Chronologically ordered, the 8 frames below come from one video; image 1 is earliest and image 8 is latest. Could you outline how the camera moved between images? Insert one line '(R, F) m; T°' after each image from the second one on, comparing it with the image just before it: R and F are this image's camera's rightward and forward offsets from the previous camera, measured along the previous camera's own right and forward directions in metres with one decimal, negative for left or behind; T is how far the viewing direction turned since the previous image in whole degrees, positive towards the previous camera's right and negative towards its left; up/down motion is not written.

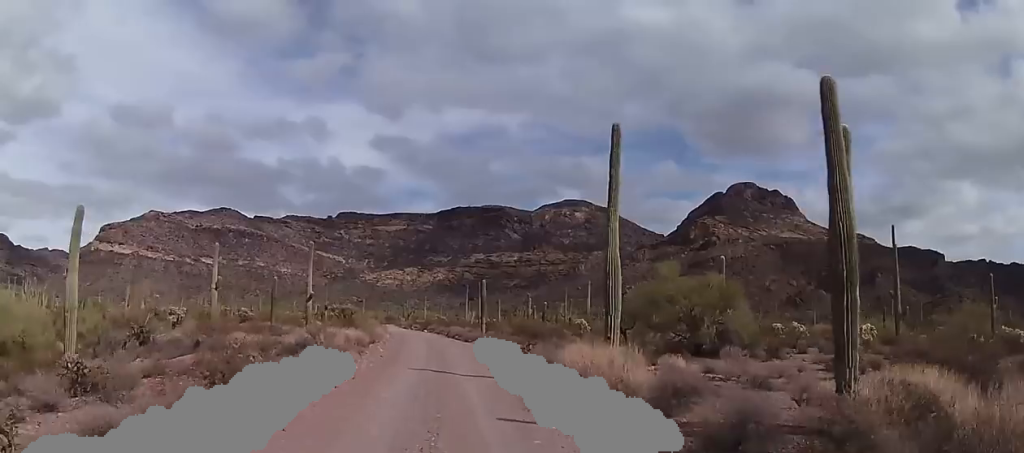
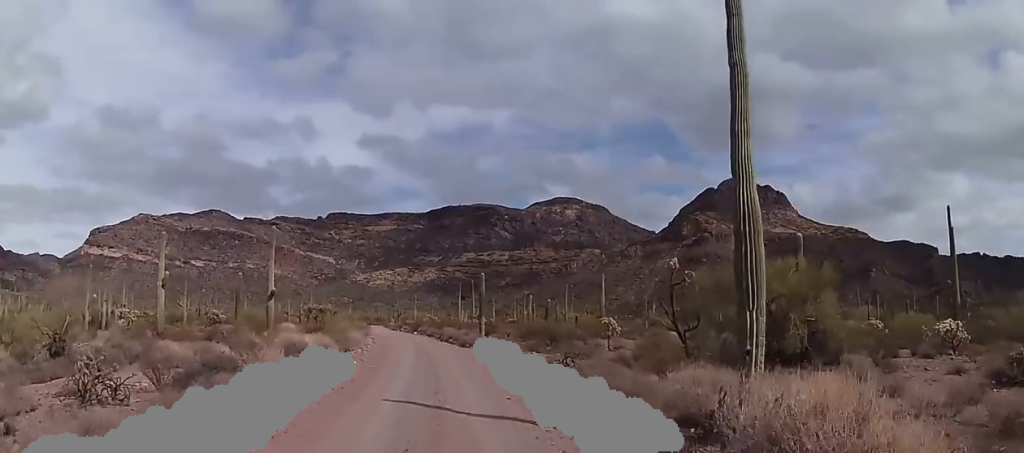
(+0.3, +7.3) m; +1°
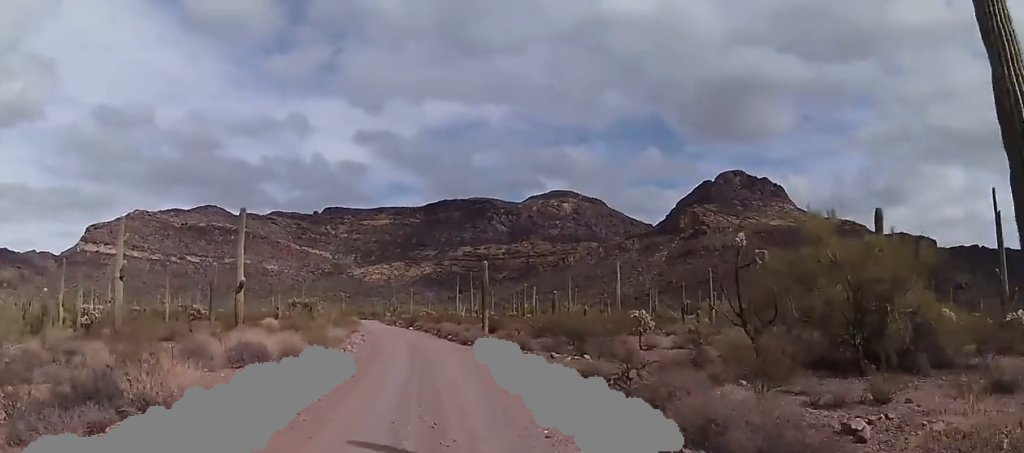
(-0.4, +4.5) m; 0°
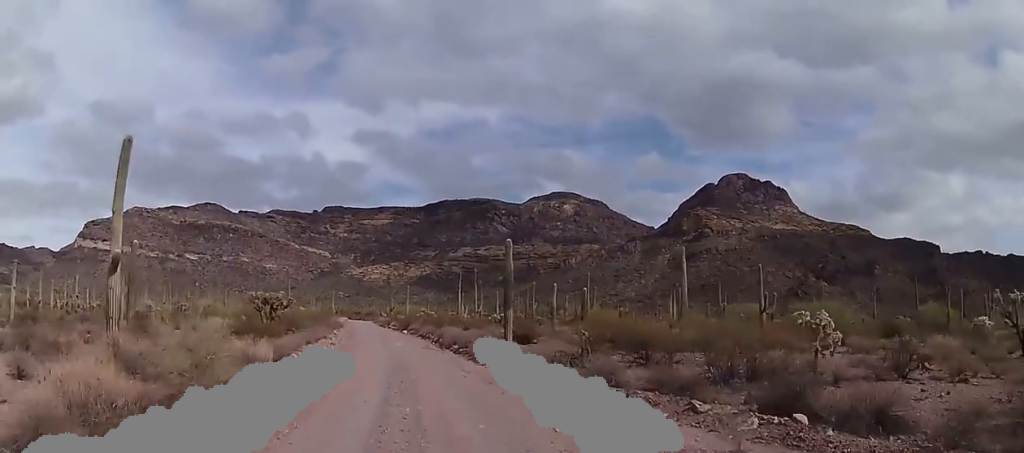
(+0.5, +11.4) m; -2°
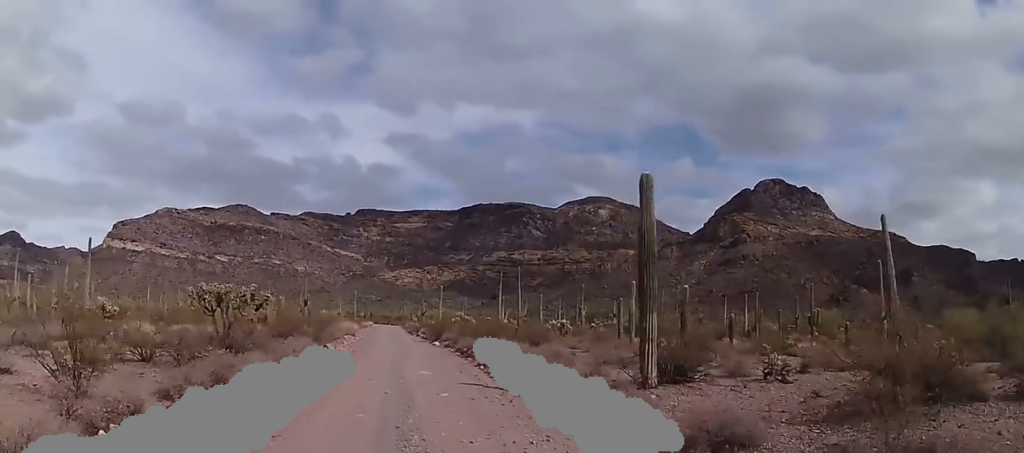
(-1.7, +13.8) m; -8°
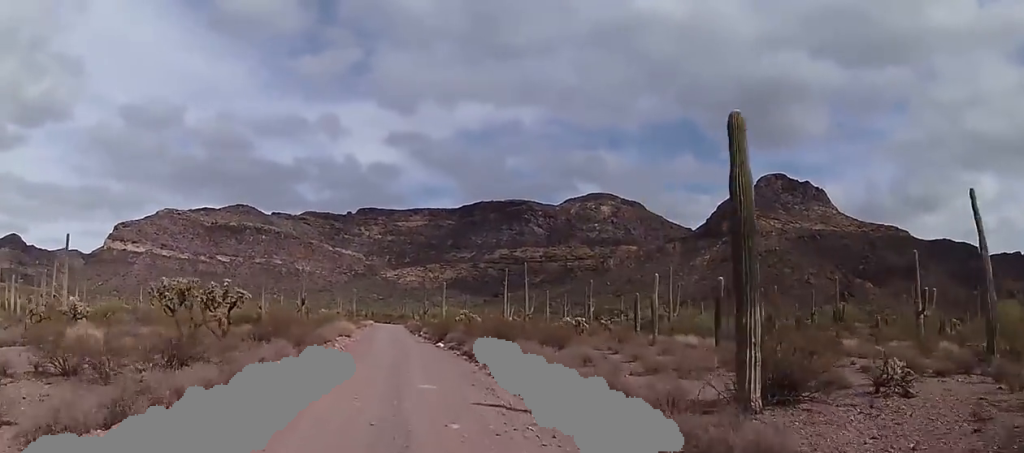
(-0.1, +4.3) m; 0°
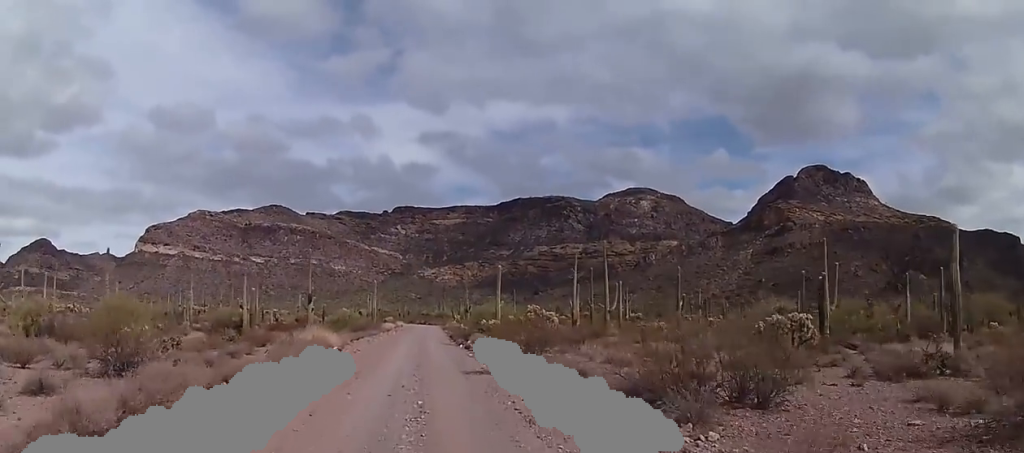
(+0.1, +24.9) m; 0°
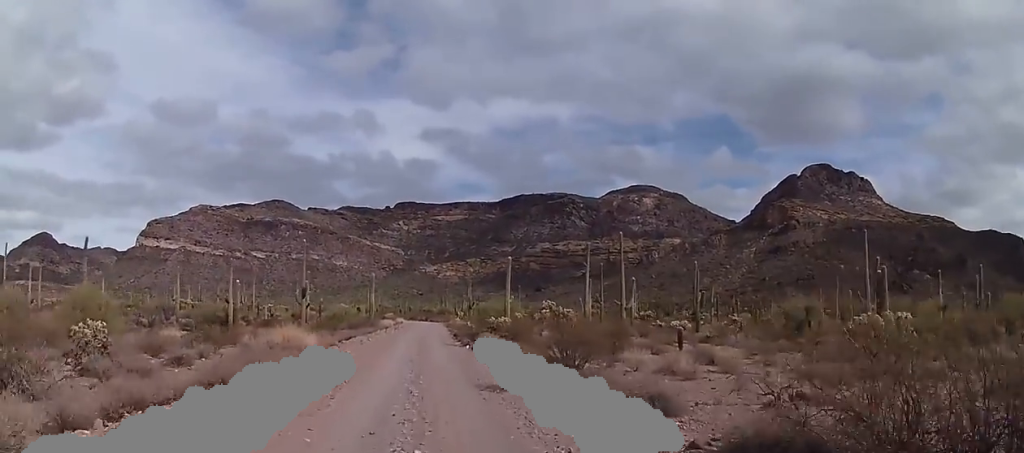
(-0.1, +5.3) m; +1°
